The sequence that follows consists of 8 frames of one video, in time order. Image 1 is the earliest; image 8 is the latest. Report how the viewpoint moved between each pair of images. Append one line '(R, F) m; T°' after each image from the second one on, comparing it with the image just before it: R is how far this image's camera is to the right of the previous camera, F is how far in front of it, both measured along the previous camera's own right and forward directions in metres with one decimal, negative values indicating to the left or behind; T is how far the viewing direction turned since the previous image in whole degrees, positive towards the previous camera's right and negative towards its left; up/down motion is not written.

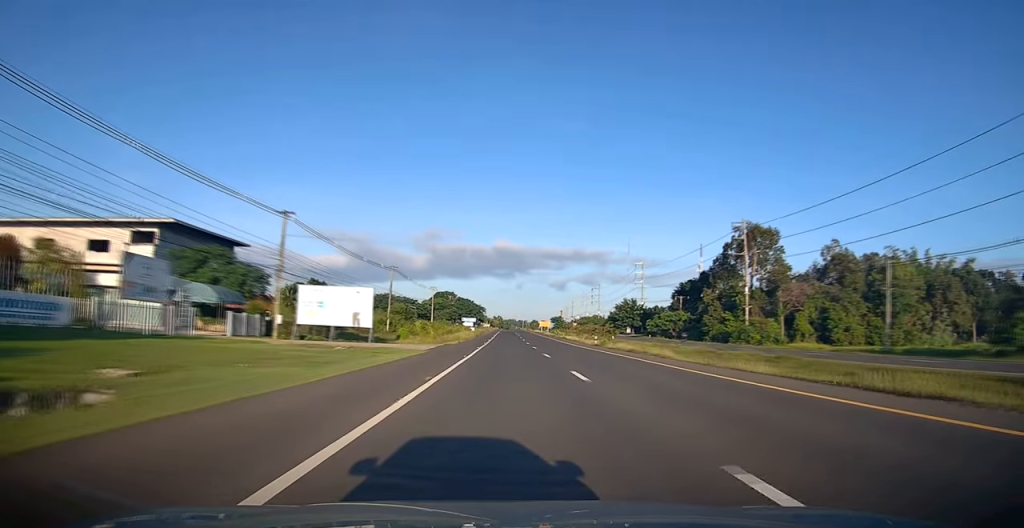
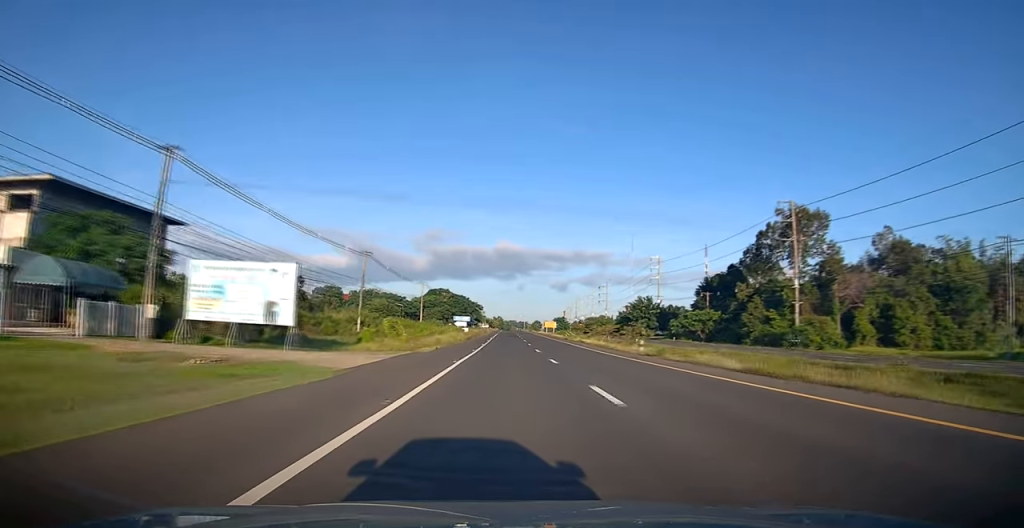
(-0.2, +16.3) m; 0°
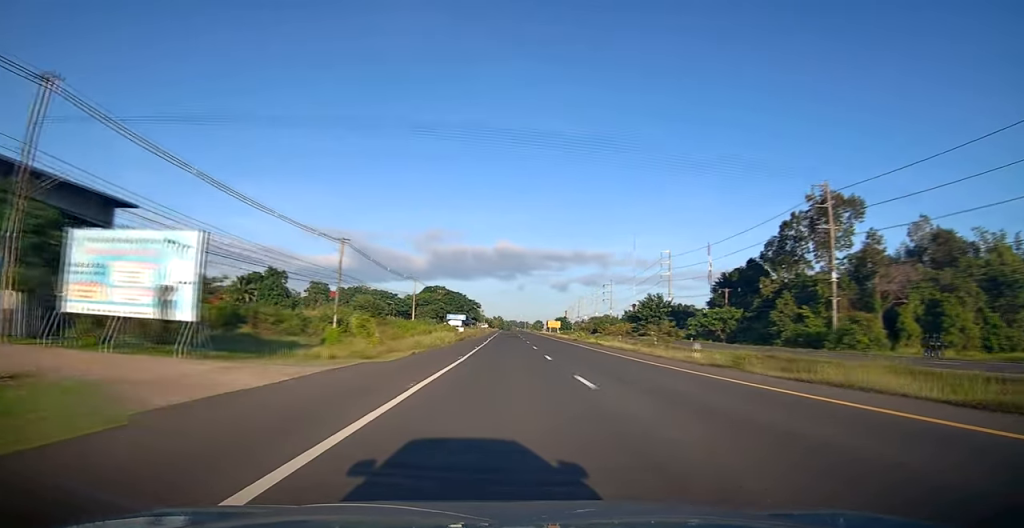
(-0.2, +9.4) m; 0°
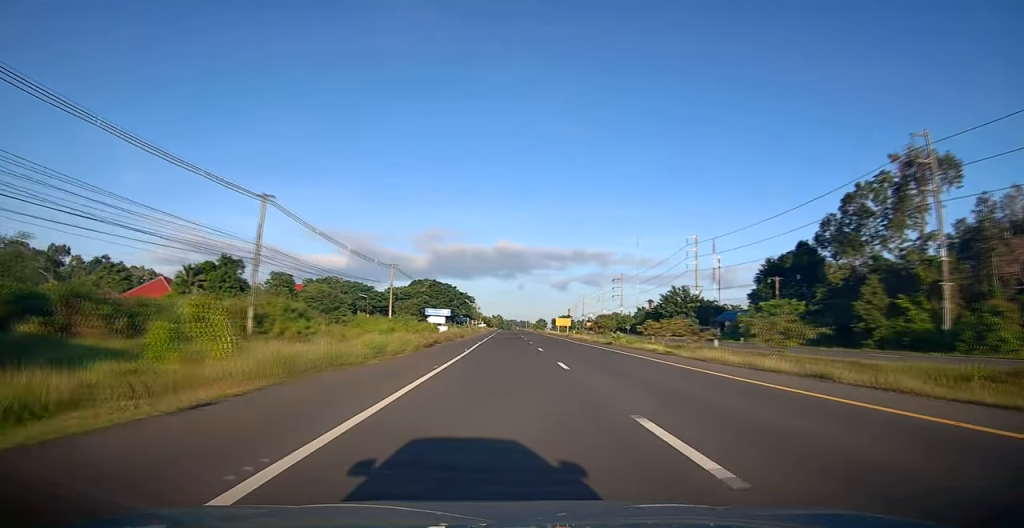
(+0.3, +19.4) m; +1°
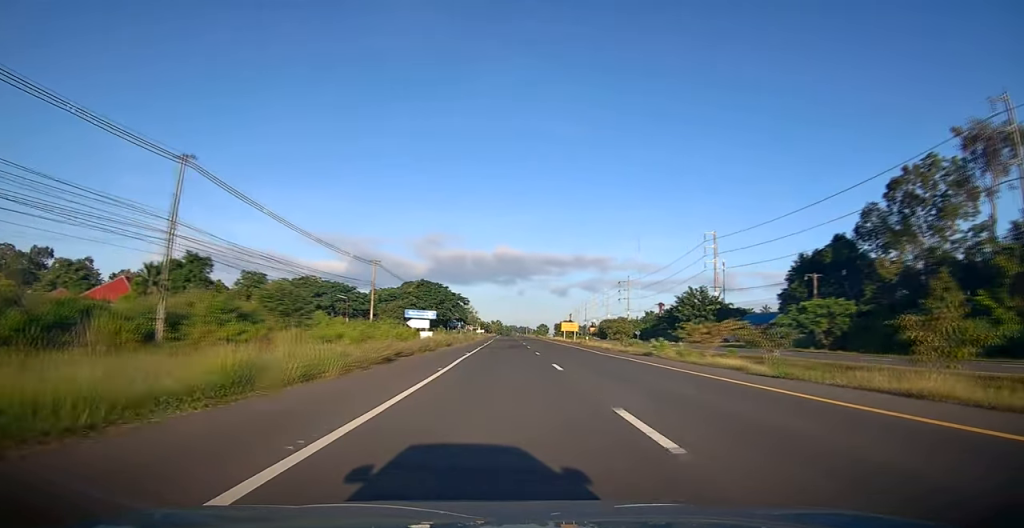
(0.0, +10.8) m; 0°
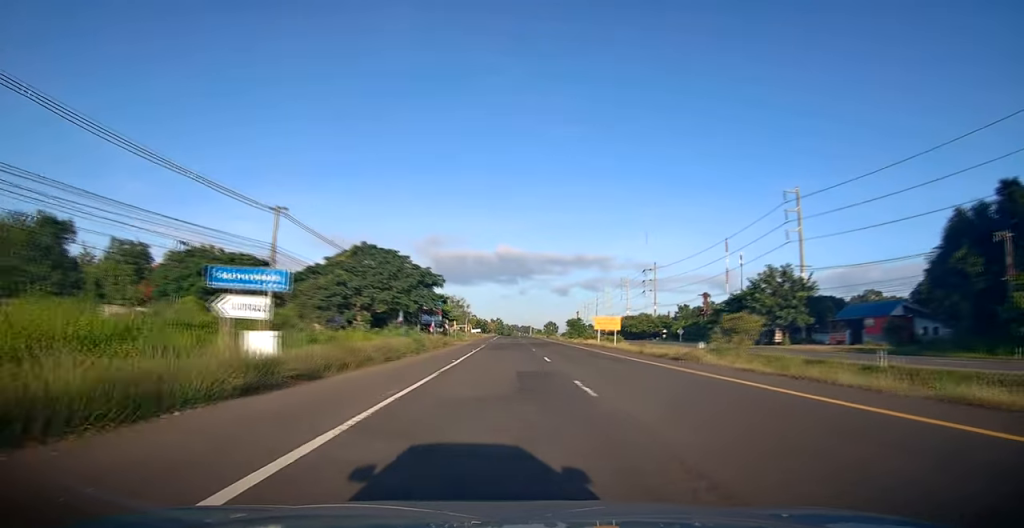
(-0.1, +31.2) m; -1°
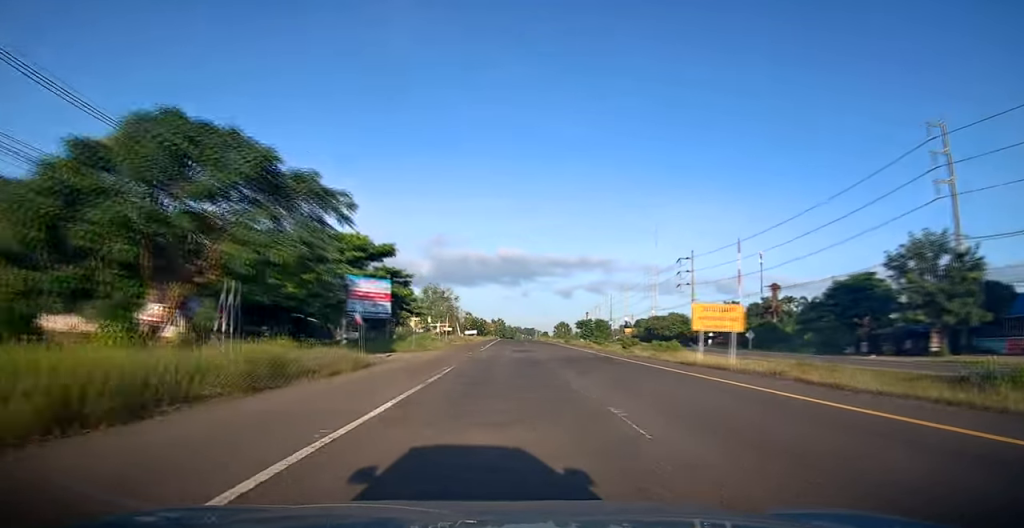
(-0.3, +28.3) m; -1°
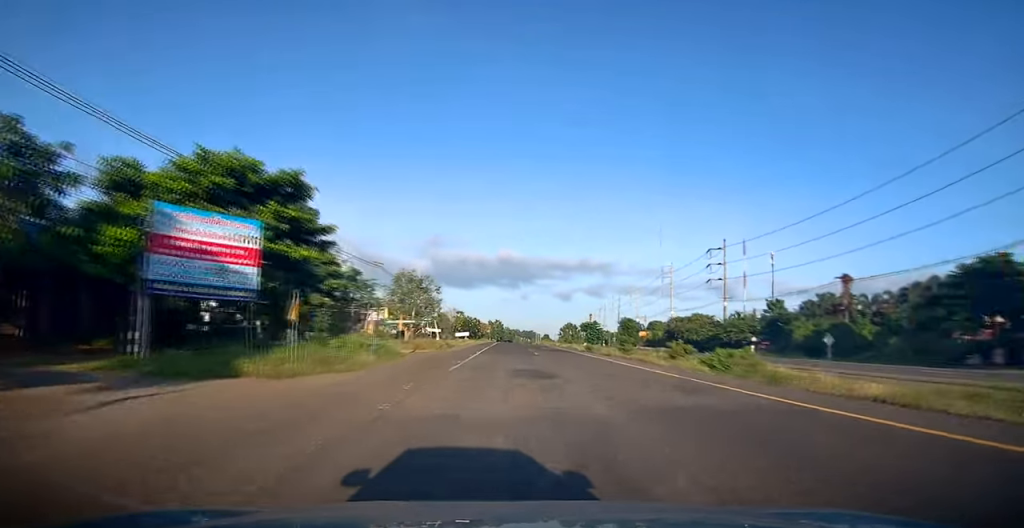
(0.0, +19.0) m; 0°
